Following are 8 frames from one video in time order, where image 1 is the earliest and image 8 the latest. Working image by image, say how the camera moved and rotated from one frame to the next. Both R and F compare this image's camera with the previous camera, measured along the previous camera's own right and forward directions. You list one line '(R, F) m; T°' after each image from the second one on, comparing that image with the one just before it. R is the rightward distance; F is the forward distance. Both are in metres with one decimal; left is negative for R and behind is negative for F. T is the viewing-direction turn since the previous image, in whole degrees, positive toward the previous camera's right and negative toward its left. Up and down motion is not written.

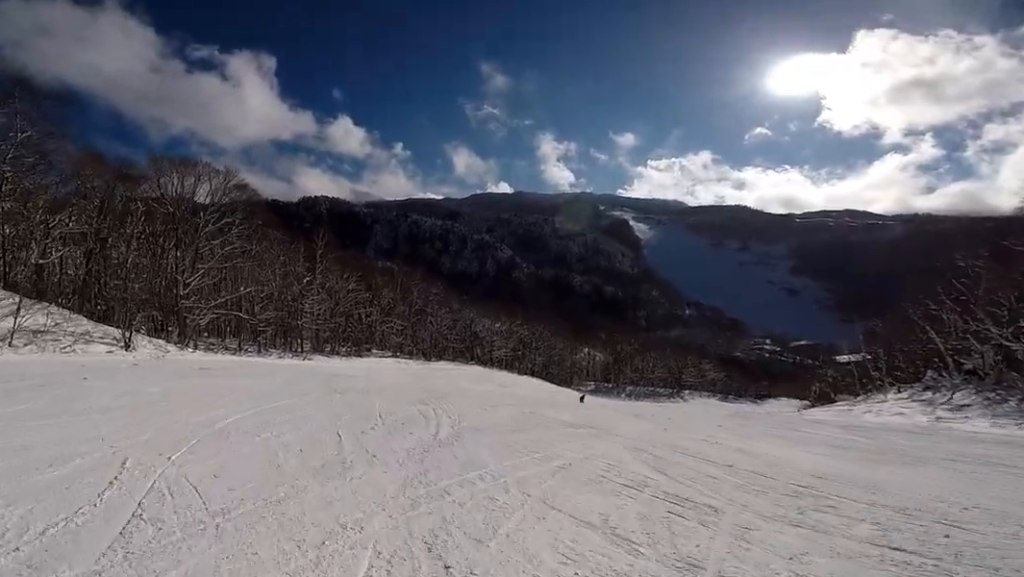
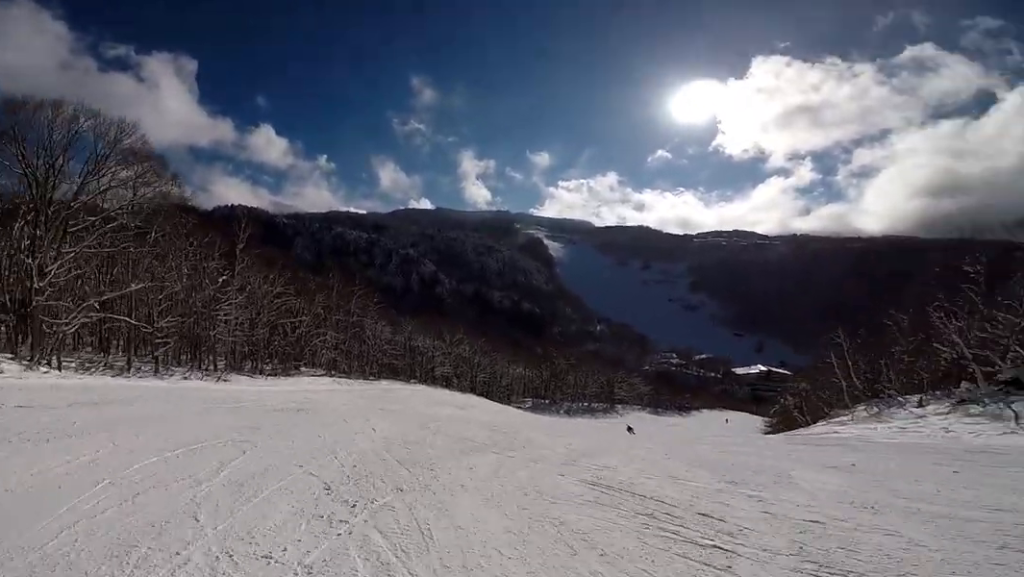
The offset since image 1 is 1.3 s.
(+0.7, +10.1) m; +14°
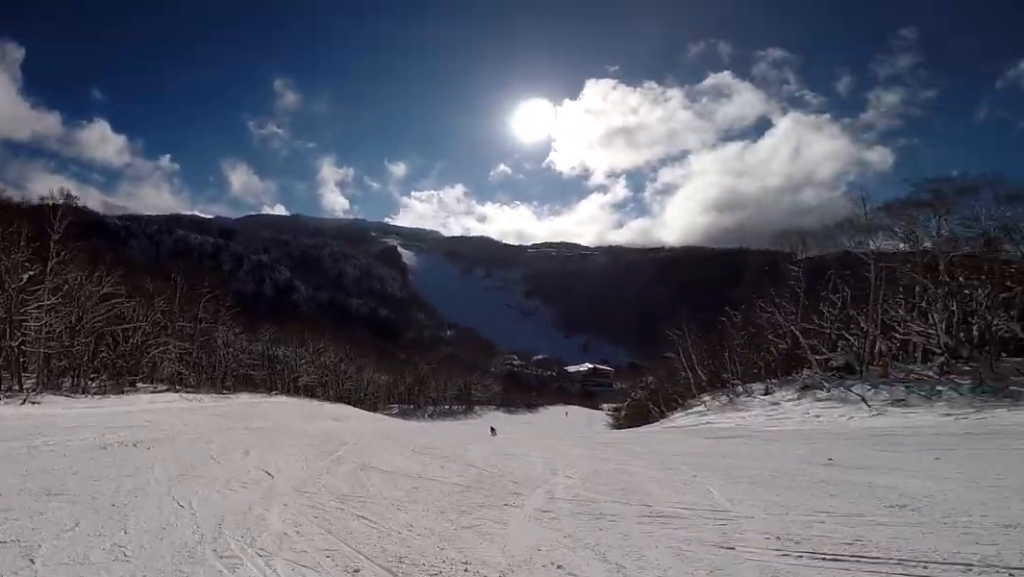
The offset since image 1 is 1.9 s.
(+0.1, +4.3) m; +16°
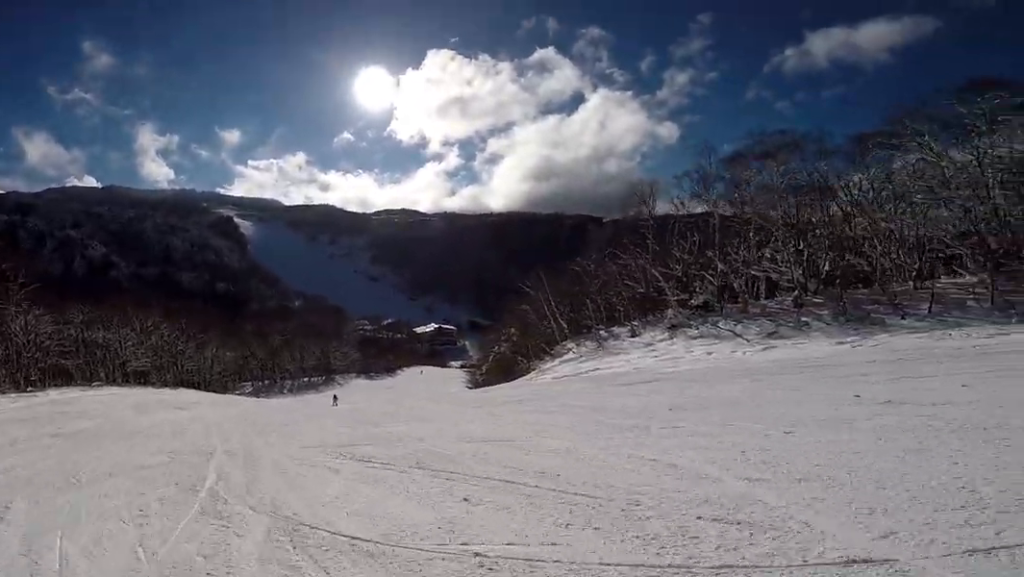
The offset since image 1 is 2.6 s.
(+1.3, +5.1) m; +16°
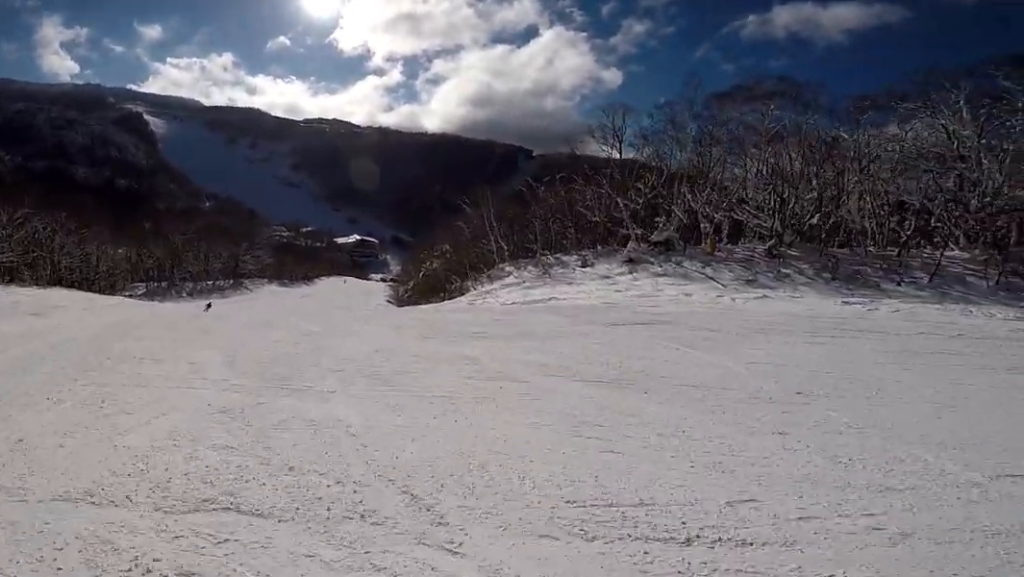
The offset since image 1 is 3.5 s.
(+1.1, +6.3) m; +7°
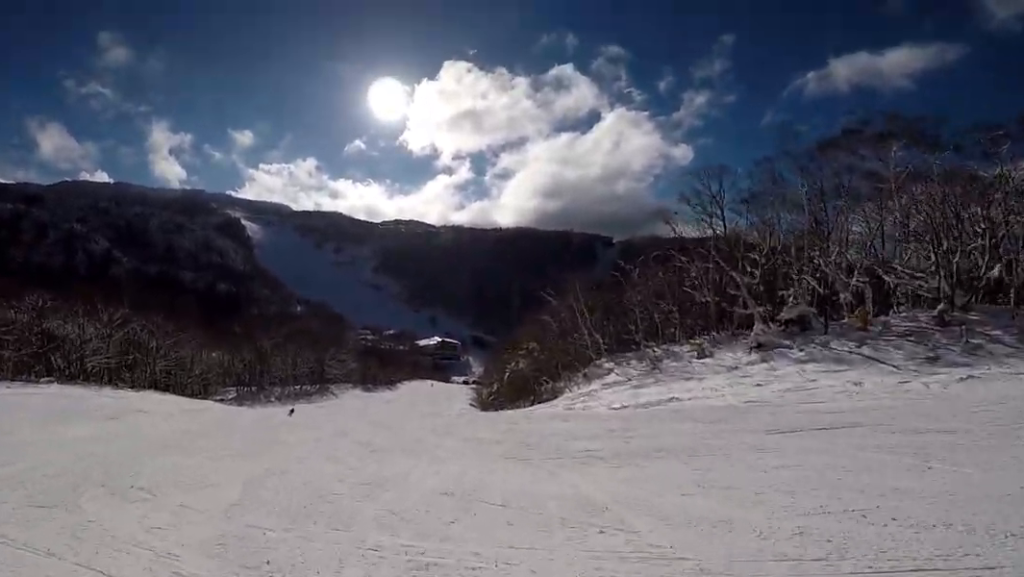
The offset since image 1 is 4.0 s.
(+0.2, +4.0) m; -5°
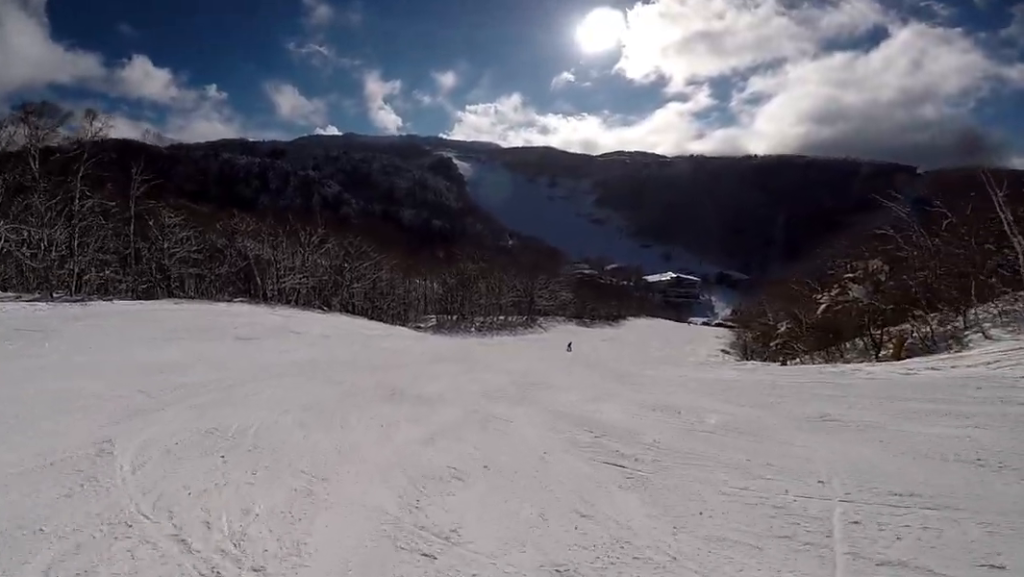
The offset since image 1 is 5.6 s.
(-3.2, +11.9) m; -25°
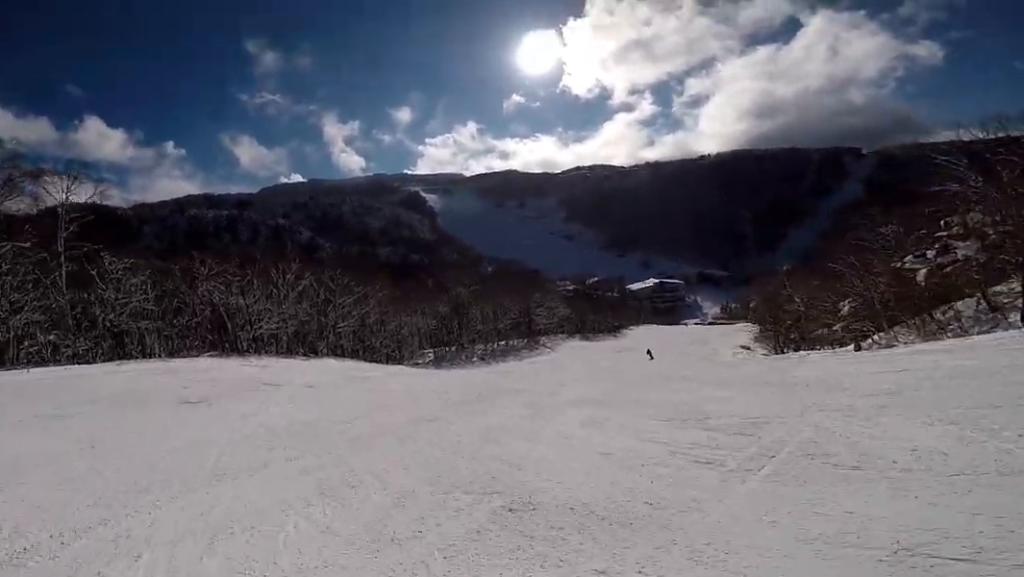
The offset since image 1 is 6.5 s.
(-0.7, +7.9) m; -1°
